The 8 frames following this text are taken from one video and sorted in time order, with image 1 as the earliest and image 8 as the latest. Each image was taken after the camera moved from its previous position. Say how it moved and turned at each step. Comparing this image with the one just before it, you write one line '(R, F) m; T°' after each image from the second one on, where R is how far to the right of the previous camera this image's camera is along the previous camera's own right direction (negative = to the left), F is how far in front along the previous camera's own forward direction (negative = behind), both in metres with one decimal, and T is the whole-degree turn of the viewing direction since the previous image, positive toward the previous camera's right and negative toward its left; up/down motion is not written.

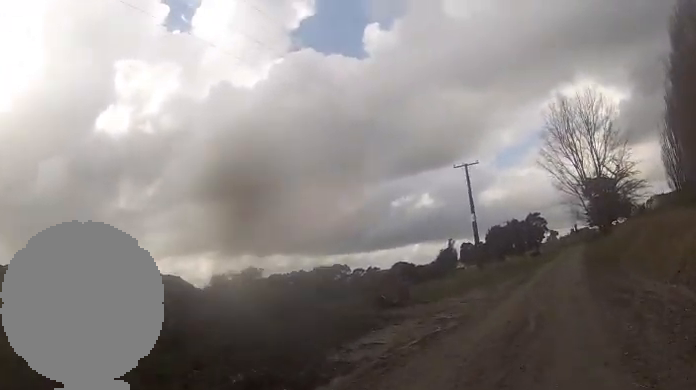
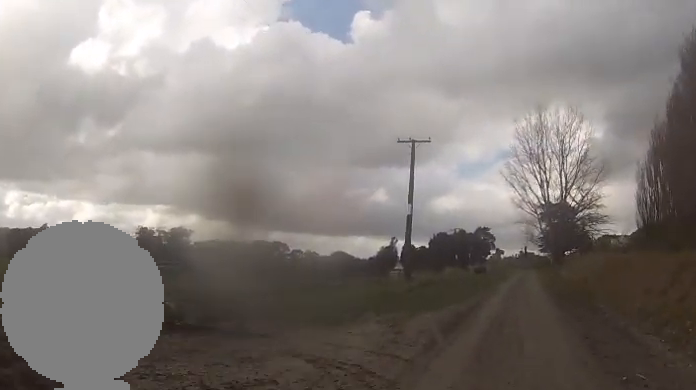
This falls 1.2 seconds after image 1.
(+1.8, +12.4) m; +8°
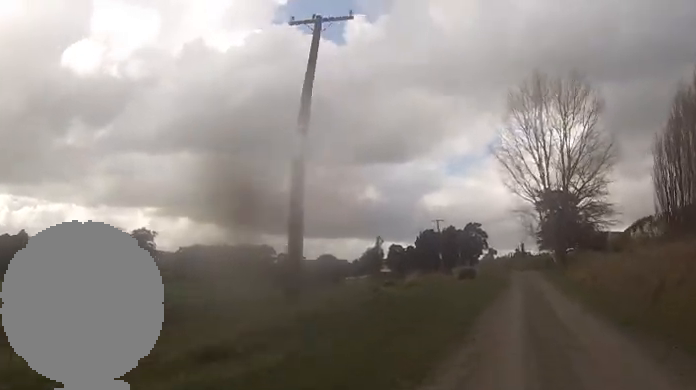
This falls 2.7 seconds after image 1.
(-0.7, +18.7) m; -2°
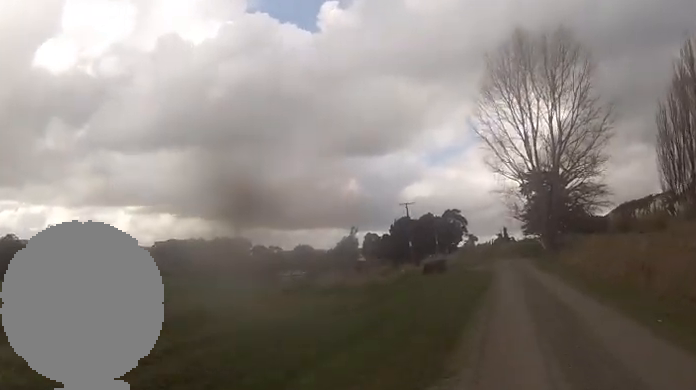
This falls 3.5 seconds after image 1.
(+0.2, +11.5) m; -2°
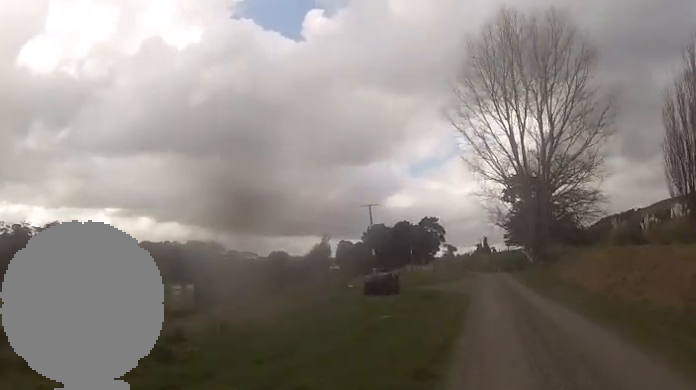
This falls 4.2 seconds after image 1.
(-0.5, +10.4) m; -2°
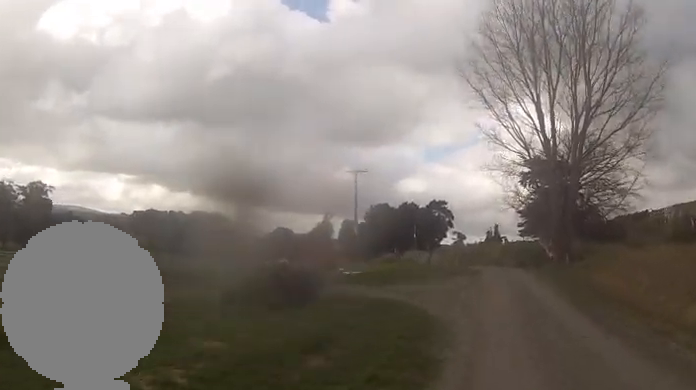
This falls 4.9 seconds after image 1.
(-0.1, +11.1) m; 0°
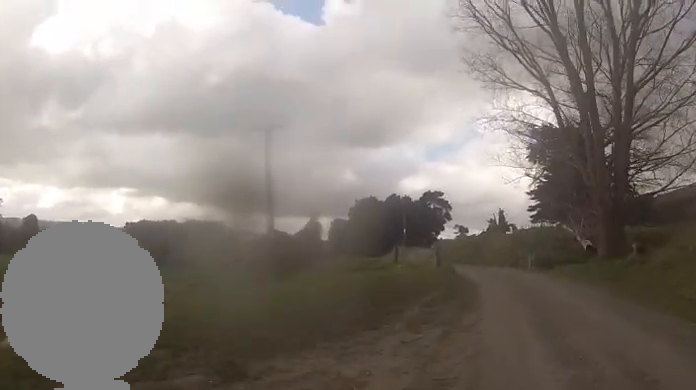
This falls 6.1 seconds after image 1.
(+0.3, +18.0) m; +3°
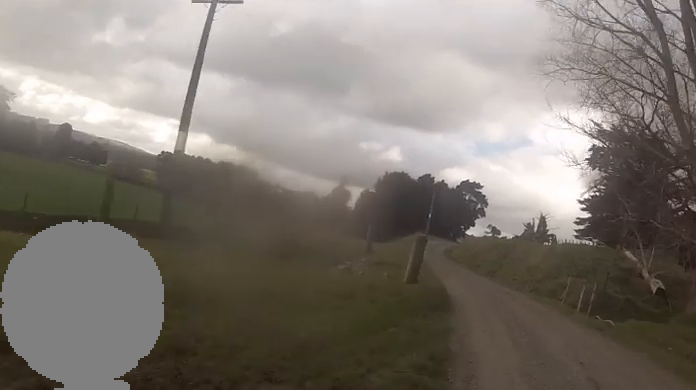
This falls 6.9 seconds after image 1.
(+0.4, +11.8) m; -2°
